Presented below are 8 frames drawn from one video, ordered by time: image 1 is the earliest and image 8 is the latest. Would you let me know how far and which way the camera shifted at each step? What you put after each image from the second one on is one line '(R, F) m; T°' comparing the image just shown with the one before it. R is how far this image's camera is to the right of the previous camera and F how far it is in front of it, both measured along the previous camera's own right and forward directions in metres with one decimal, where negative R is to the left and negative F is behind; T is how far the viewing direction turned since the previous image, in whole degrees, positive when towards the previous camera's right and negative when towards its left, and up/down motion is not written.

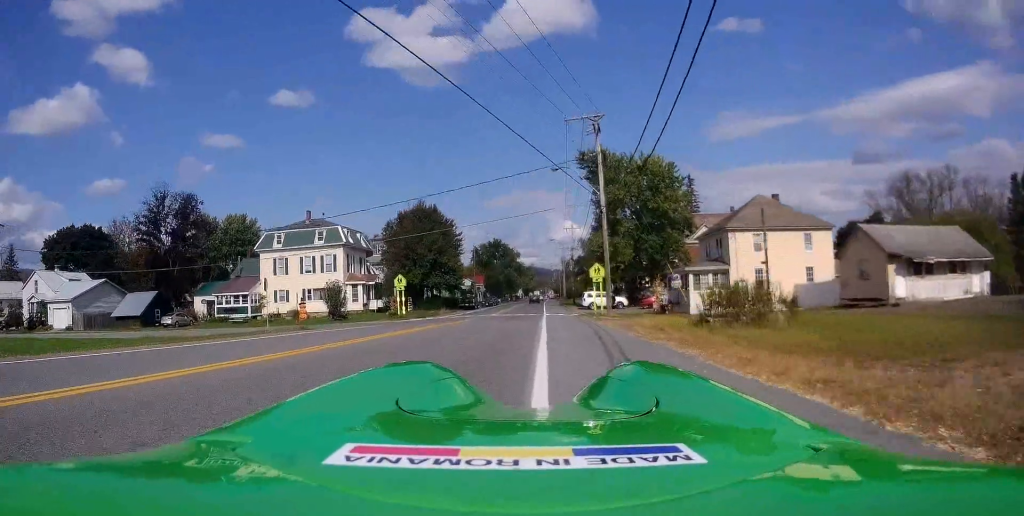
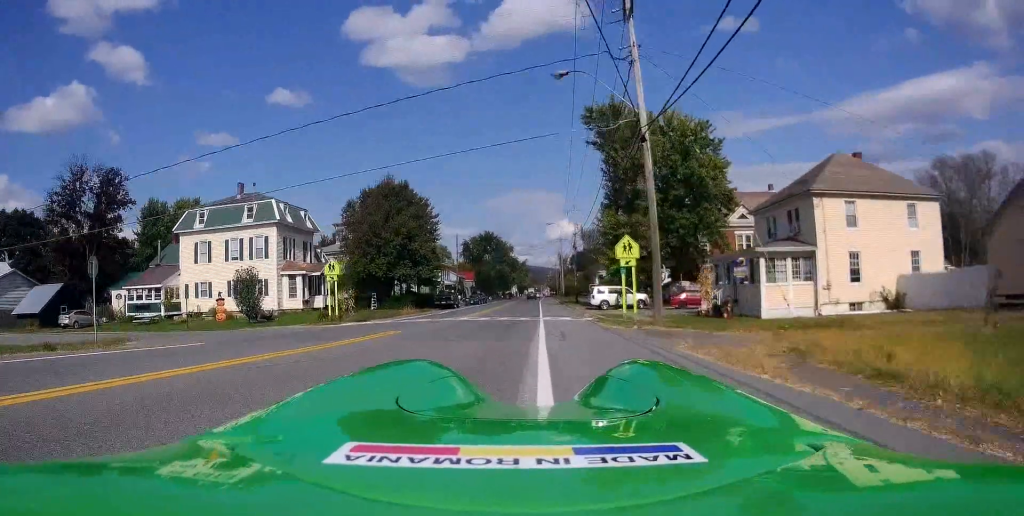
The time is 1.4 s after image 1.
(0.0, +13.7) m; -1°
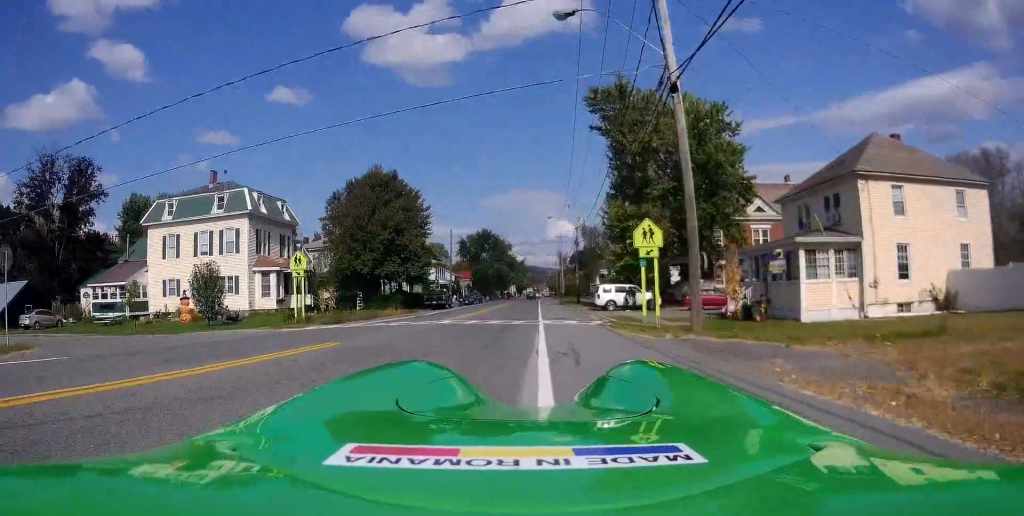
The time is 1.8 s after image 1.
(0.0, +4.7) m; 0°
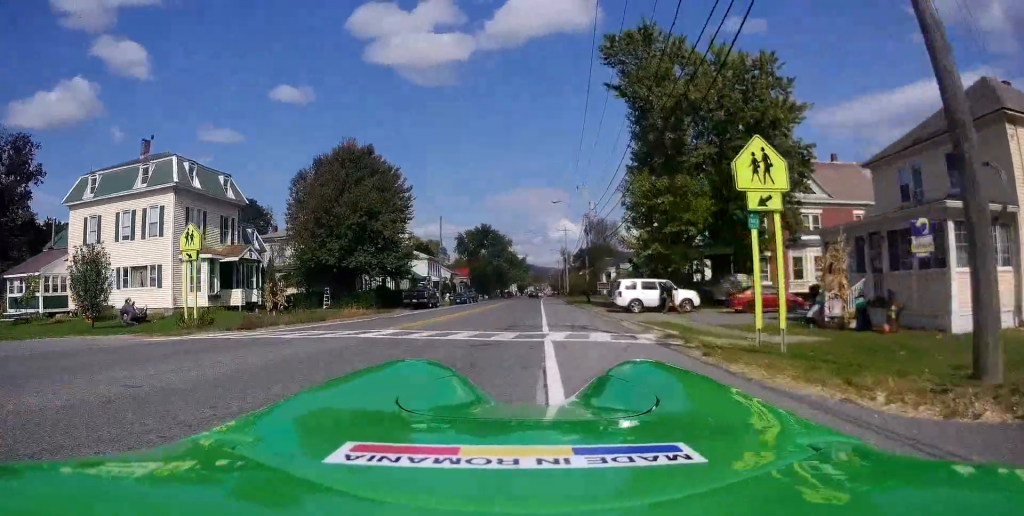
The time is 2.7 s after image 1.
(0.0, +9.2) m; -1°
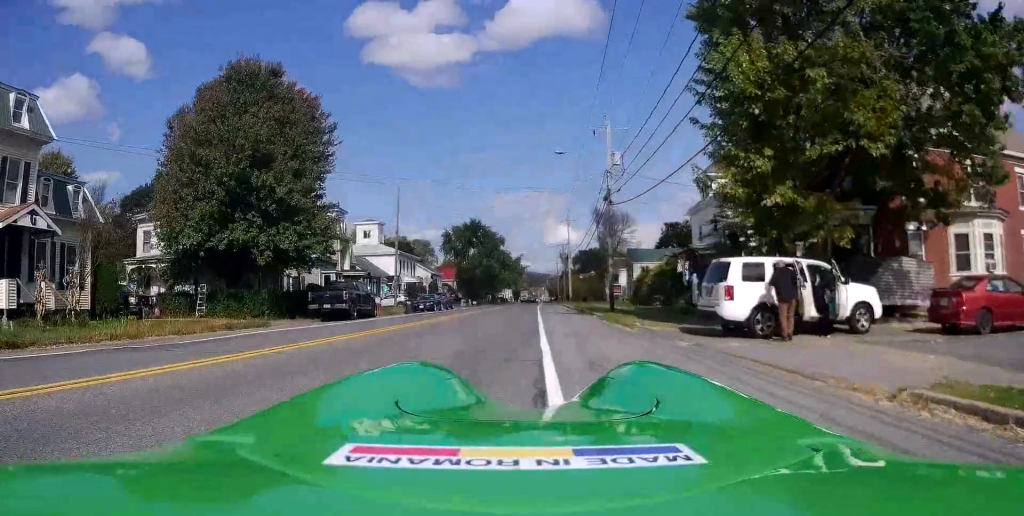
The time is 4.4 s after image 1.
(-0.2, +18.4) m; +2°
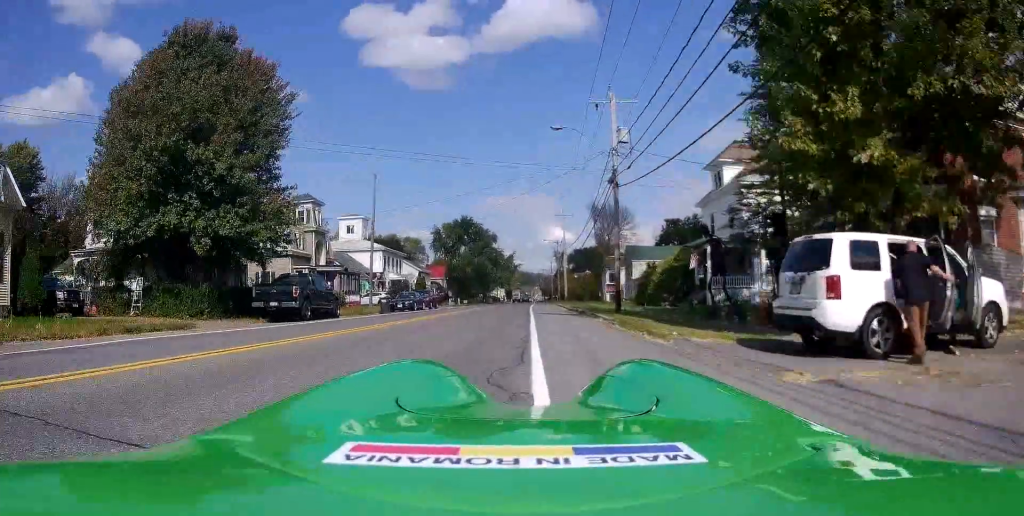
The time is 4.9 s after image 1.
(0.0, +4.9) m; +1°
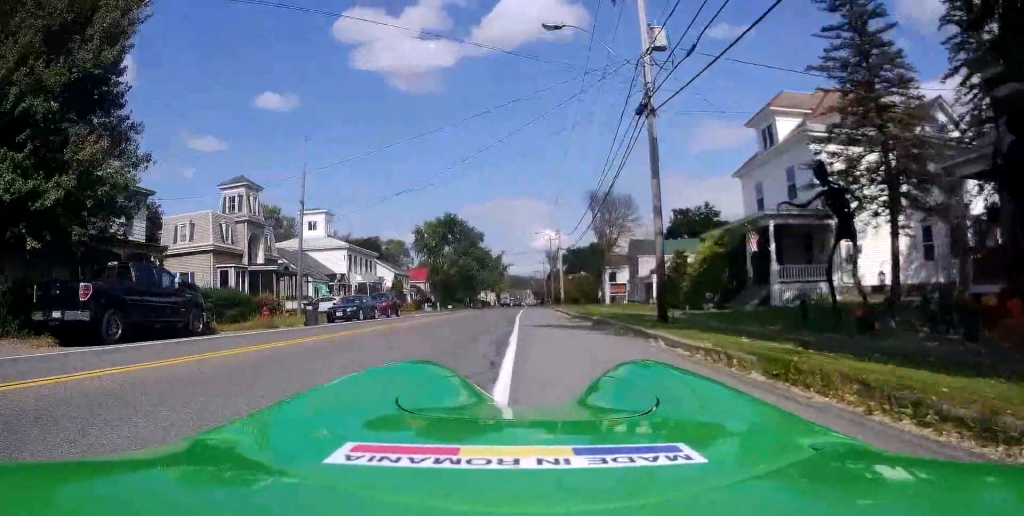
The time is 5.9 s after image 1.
(+0.5, +11.2) m; +1°
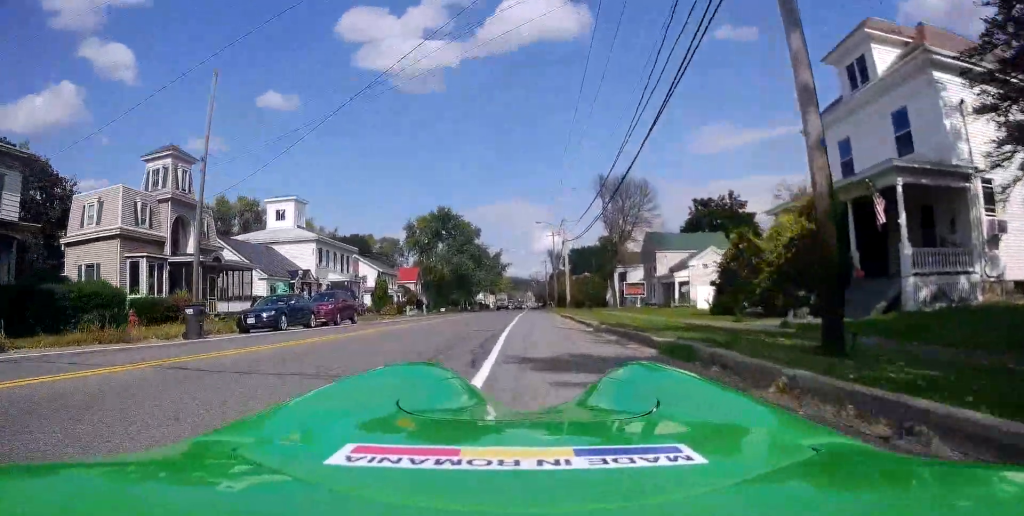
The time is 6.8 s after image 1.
(-0.2, +10.1) m; -3°
